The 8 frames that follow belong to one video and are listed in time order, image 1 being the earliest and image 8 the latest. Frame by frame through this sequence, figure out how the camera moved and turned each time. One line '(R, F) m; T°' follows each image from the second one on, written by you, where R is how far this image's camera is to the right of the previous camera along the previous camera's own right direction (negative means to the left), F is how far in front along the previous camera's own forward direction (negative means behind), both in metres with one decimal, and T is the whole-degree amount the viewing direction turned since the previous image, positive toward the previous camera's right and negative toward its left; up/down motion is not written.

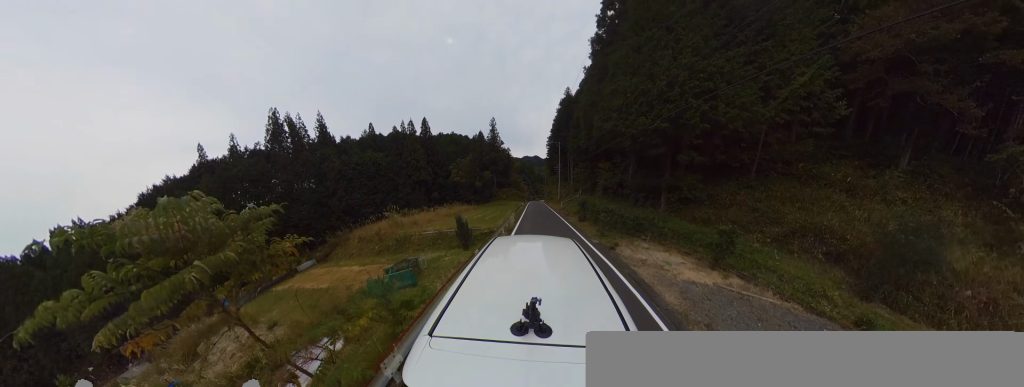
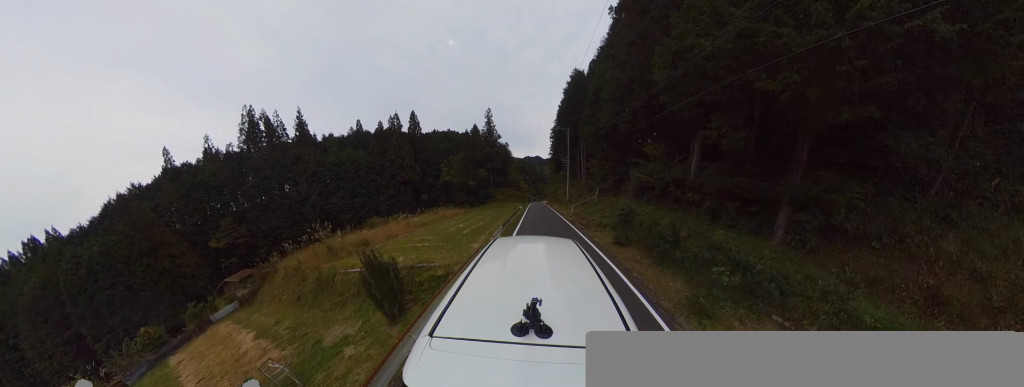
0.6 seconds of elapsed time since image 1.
(+0.1, +7.5) m; 0°
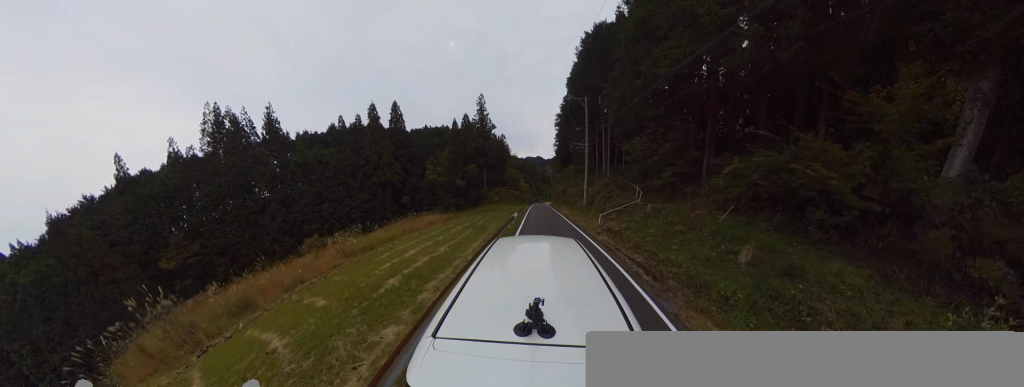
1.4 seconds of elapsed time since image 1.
(0.0, +9.1) m; -1°
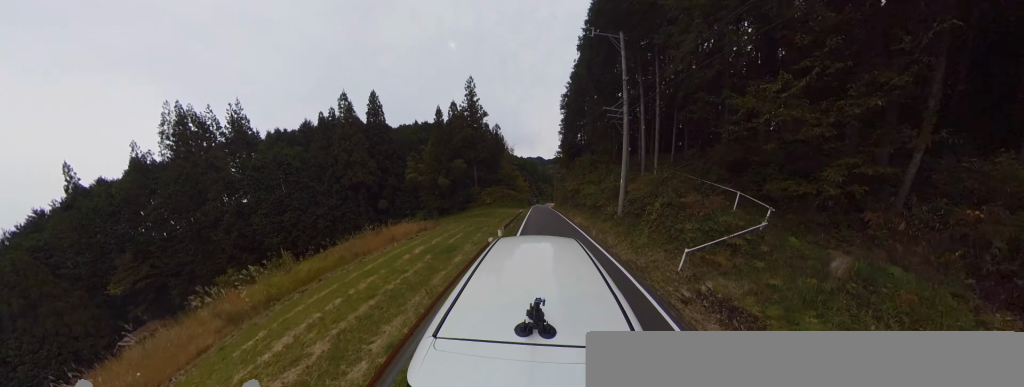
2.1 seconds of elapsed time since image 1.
(-0.1, +8.0) m; -1°
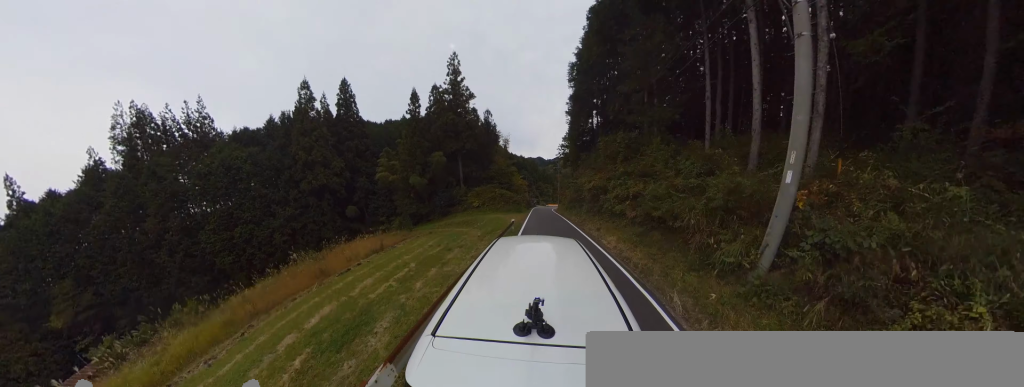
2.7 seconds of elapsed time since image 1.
(0.0, +7.9) m; 0°
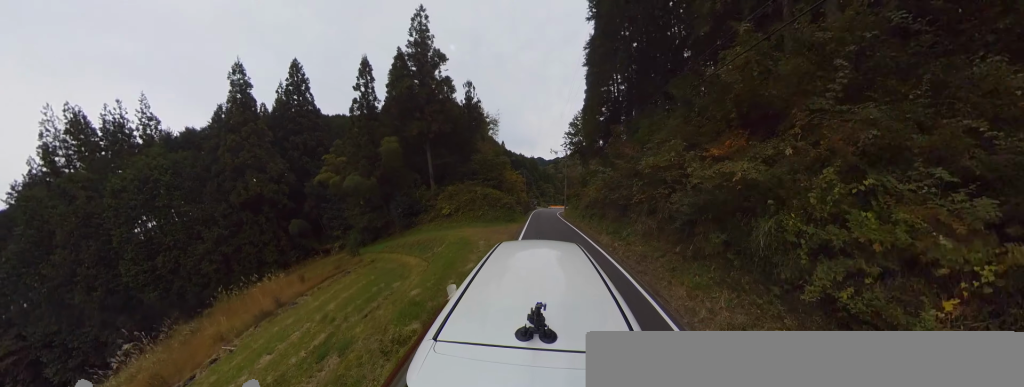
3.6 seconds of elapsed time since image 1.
(0.0, +10.1) m; +1°
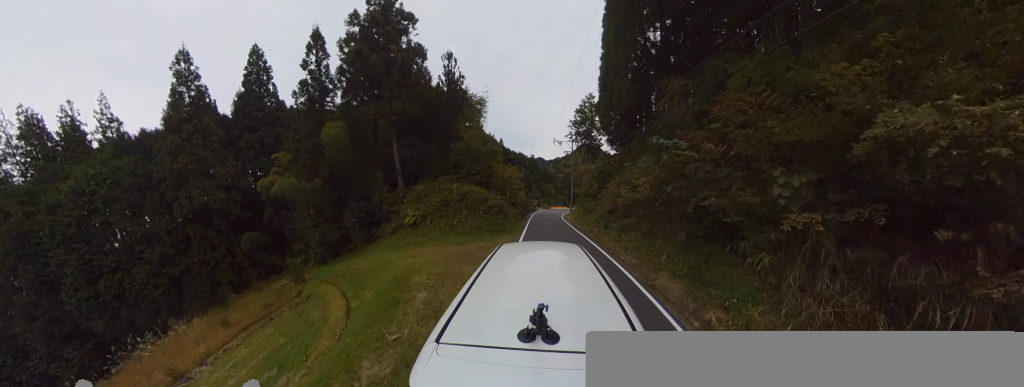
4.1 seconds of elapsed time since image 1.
(0.0, +5.7) m; +1°
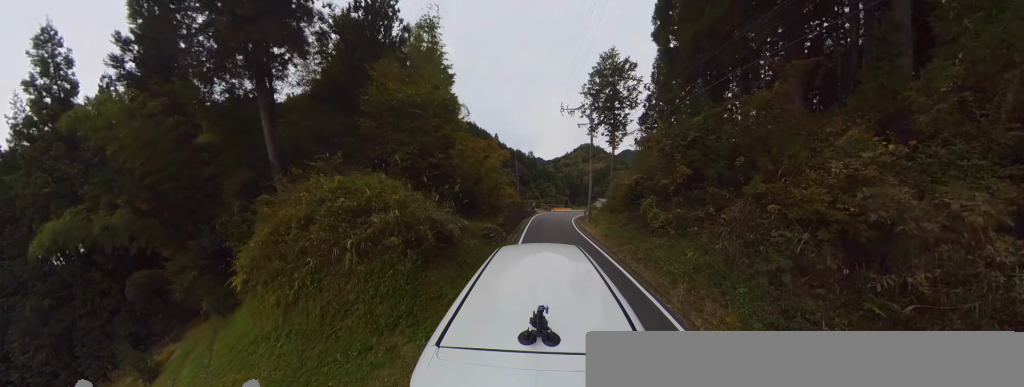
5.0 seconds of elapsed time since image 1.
(+0.3, +9.9) m; +2°
